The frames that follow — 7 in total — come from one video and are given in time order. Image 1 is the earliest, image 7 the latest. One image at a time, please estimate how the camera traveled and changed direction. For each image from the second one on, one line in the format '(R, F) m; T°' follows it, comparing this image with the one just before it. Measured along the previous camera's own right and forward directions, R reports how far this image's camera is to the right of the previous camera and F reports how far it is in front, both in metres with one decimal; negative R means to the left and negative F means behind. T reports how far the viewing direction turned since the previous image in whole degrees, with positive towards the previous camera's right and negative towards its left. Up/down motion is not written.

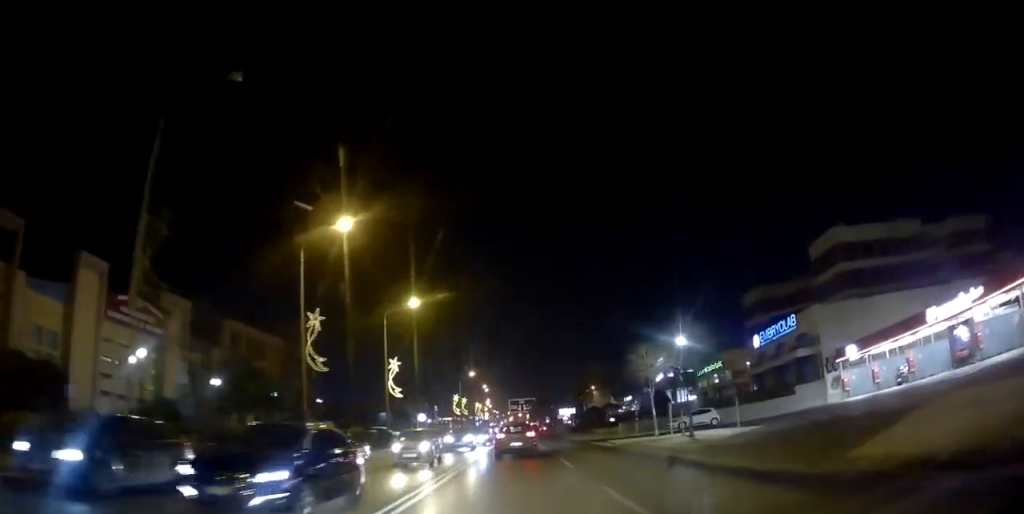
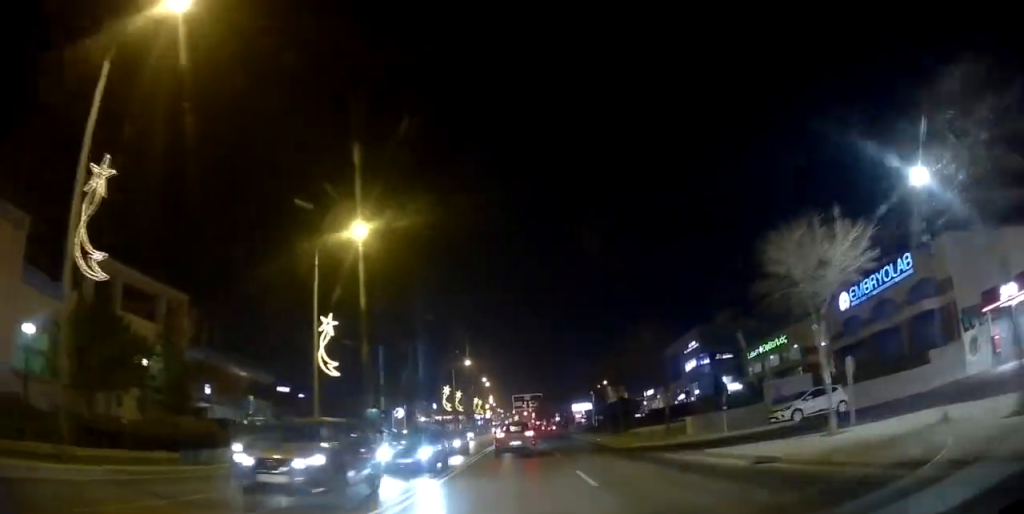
(-0.2, +18.2) m; -2°
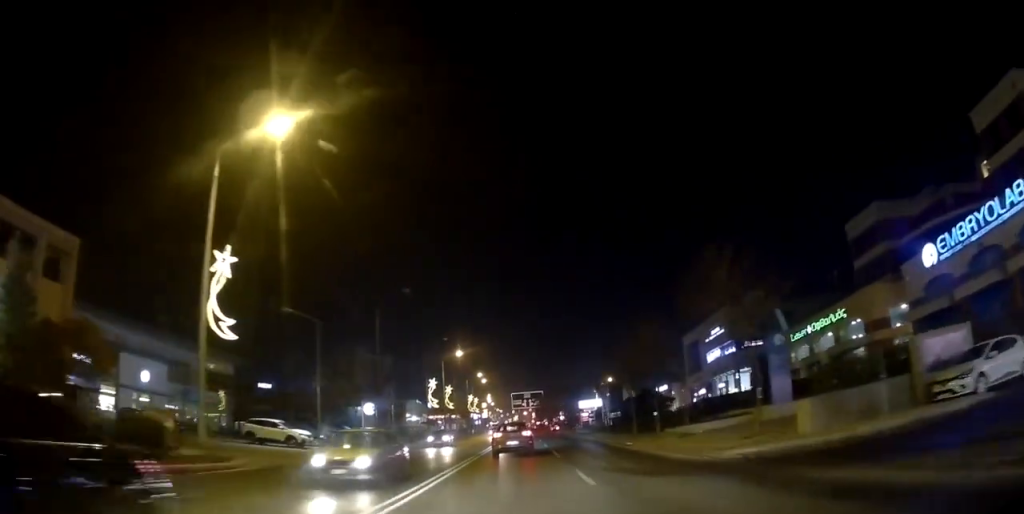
(-0.1, +12.2) m; 0°
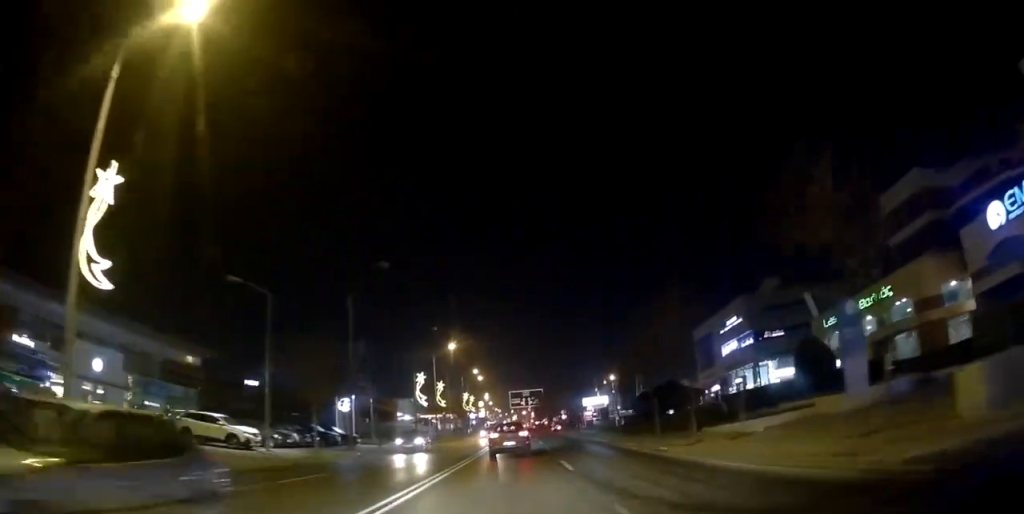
(-0.1, +6.9) m; 0°
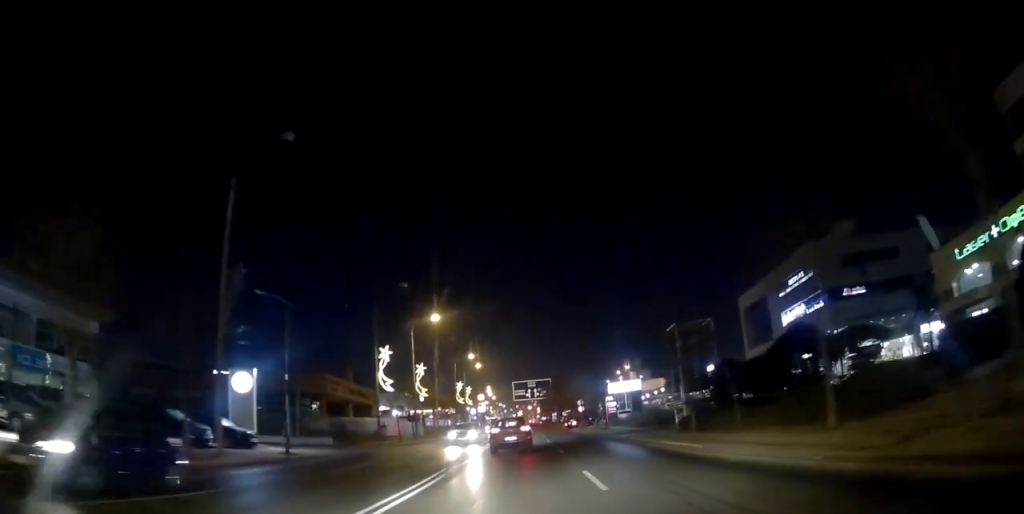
(+0.4, +17.9) m; 0°
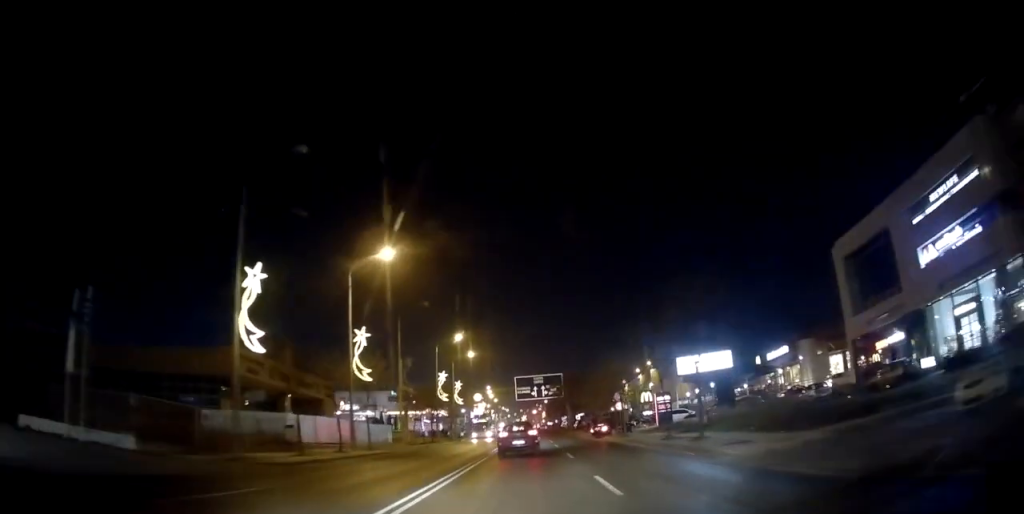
(-0.5, +24.1) m; -1°
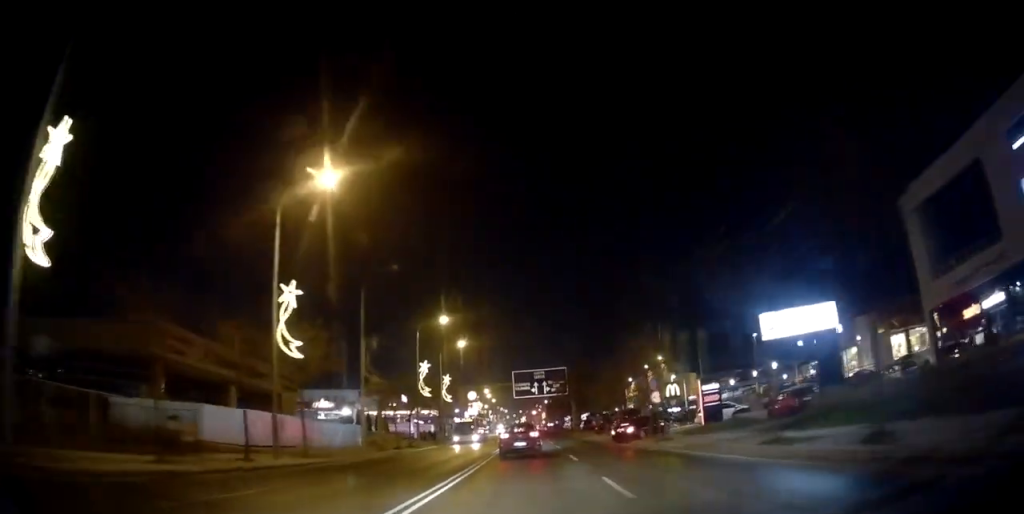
(0.0, +11.6) m; 0°
